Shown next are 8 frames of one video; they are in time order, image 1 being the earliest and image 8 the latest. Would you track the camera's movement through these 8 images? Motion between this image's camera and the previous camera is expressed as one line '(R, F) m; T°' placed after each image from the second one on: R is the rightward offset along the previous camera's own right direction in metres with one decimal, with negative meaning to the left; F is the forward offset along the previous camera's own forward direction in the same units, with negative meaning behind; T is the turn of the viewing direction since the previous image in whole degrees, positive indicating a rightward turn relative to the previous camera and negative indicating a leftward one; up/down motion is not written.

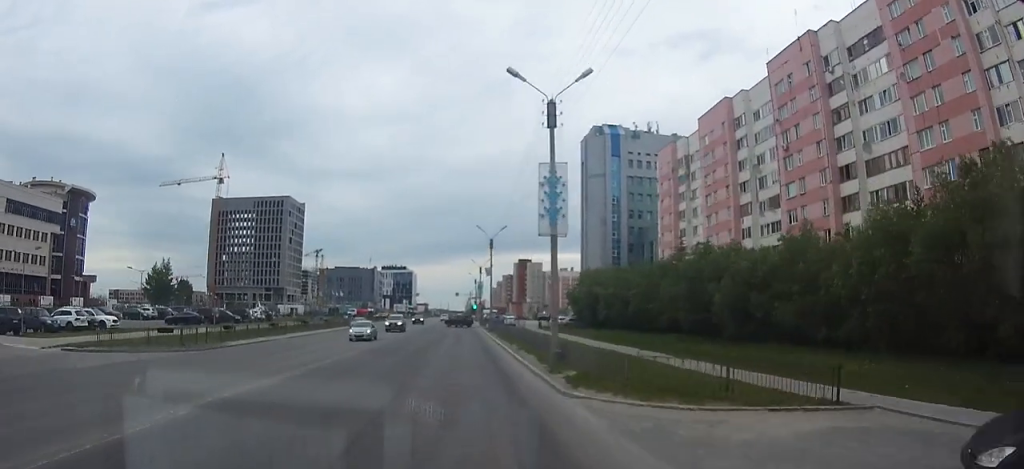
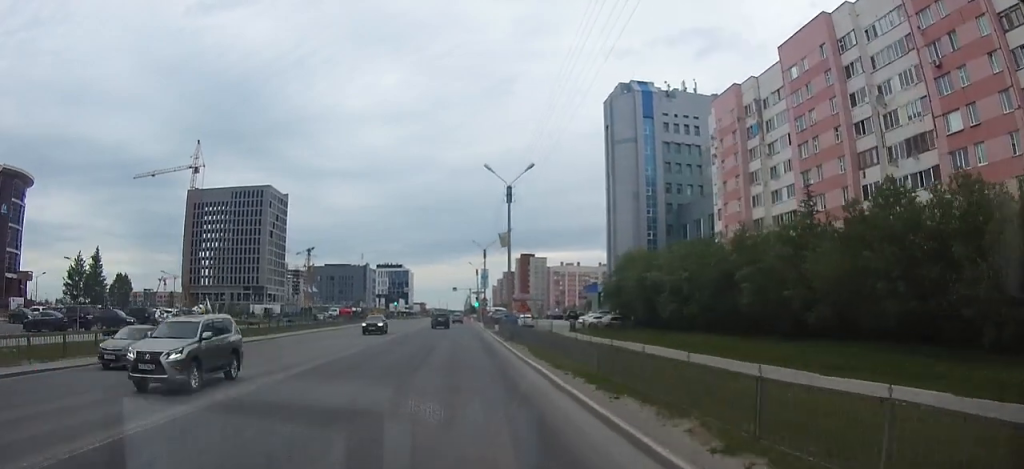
(0.0, +24.8) m; 0°
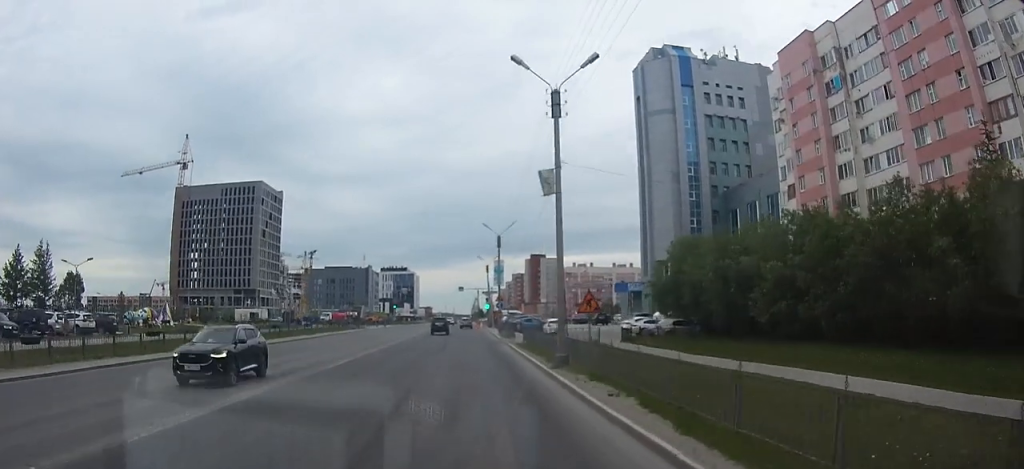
(-0.1, +16.8) m; 0°
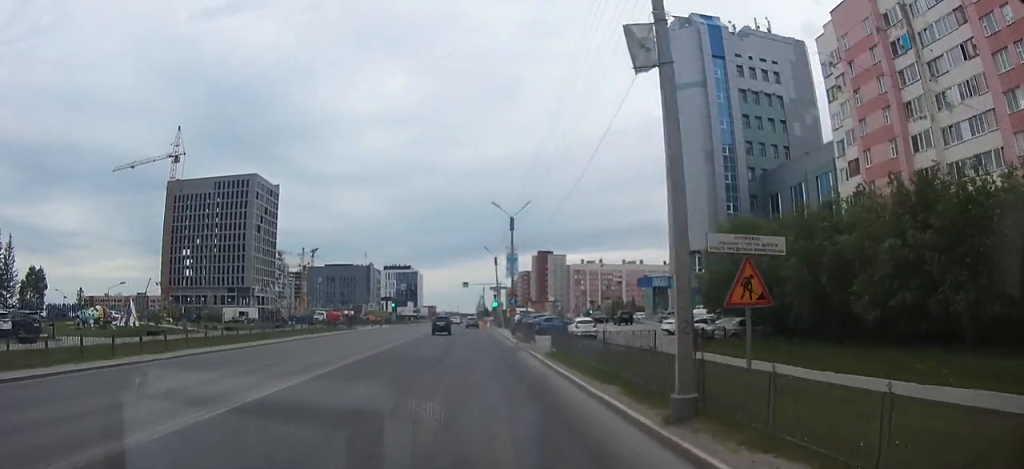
(0.0, +10.6) m; 0°
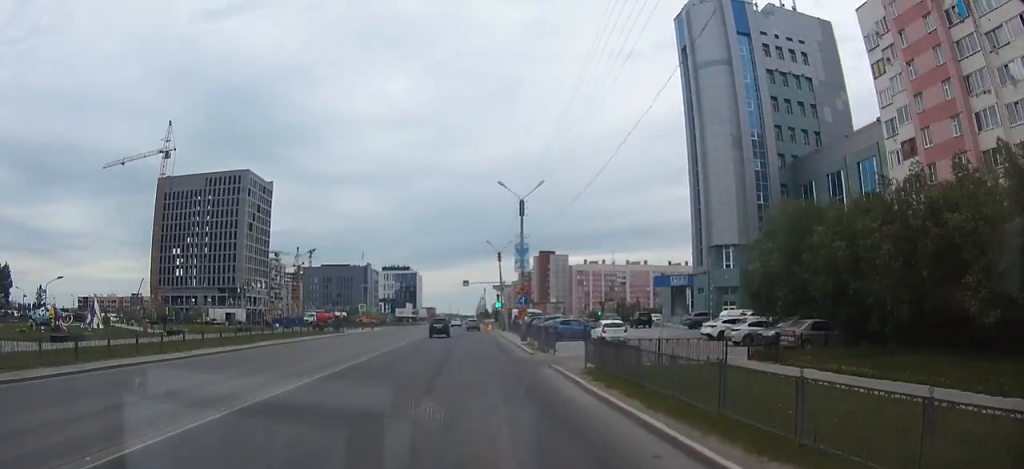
(0.0, +8.1) m; 0°
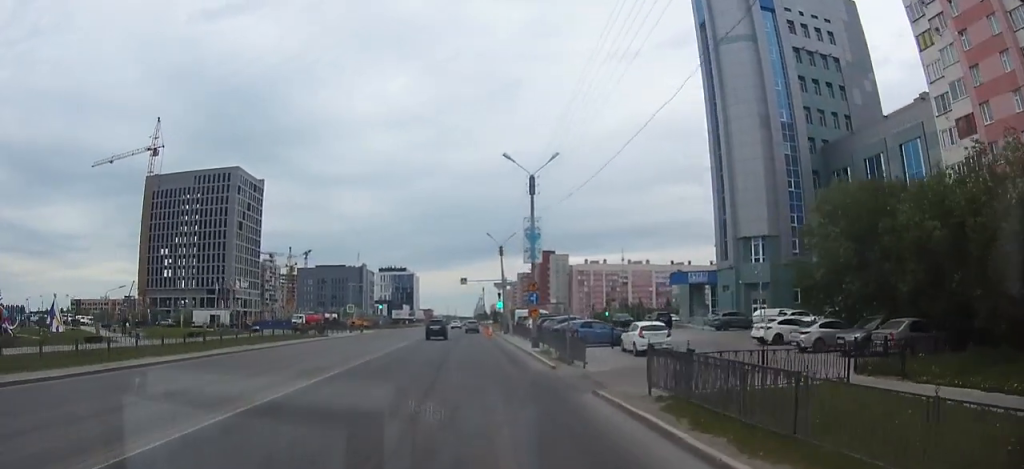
(0.0, +7.6) m; 0°
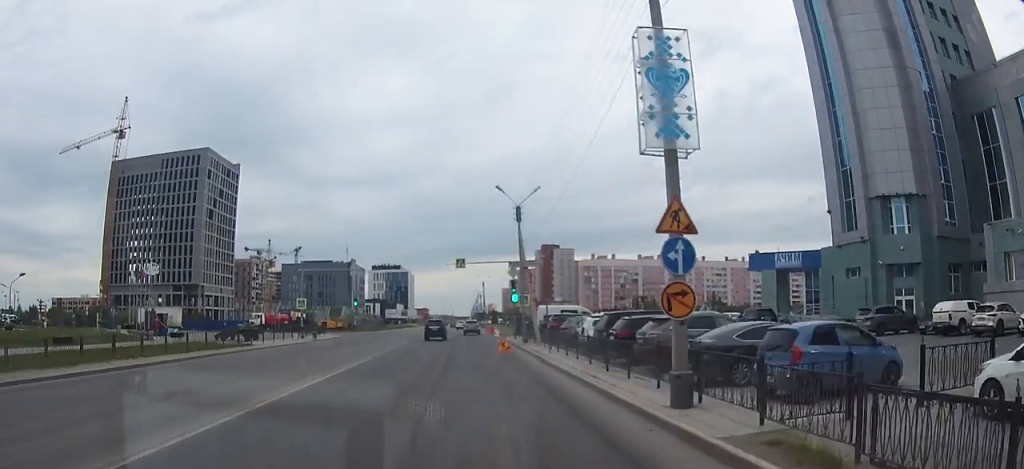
(0.0, +22.6) m; 0°
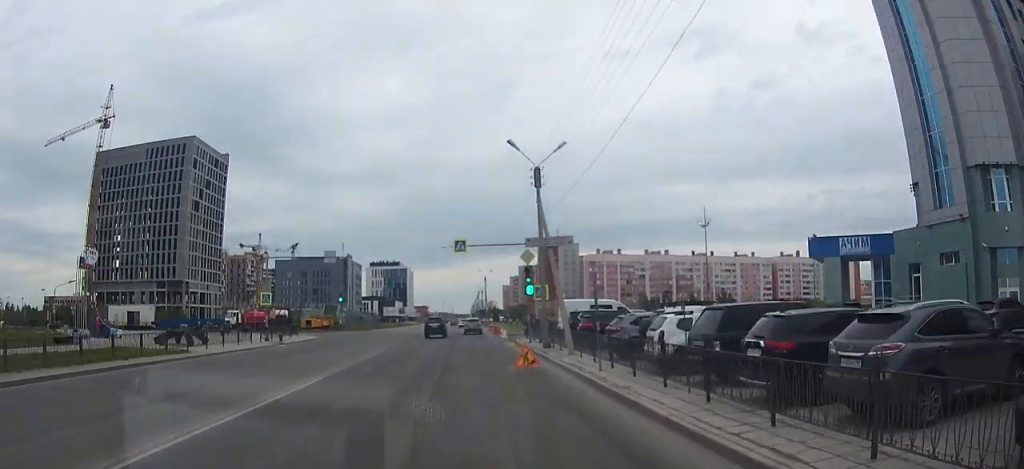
(0.0, +10.4) m; 0°
